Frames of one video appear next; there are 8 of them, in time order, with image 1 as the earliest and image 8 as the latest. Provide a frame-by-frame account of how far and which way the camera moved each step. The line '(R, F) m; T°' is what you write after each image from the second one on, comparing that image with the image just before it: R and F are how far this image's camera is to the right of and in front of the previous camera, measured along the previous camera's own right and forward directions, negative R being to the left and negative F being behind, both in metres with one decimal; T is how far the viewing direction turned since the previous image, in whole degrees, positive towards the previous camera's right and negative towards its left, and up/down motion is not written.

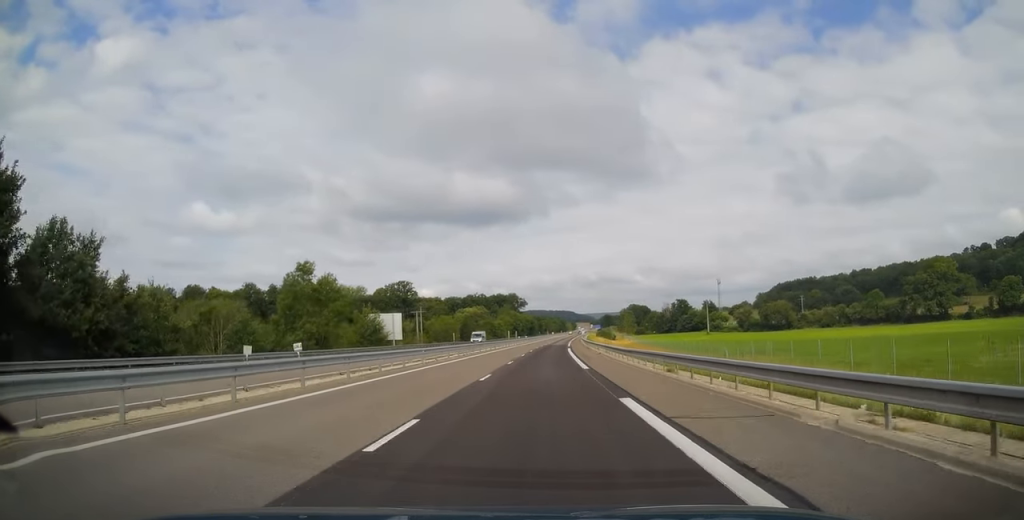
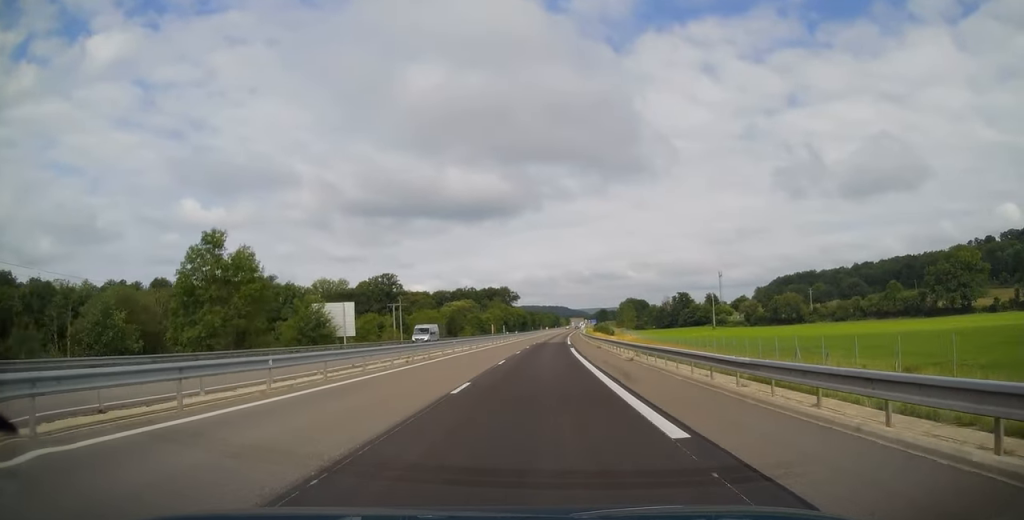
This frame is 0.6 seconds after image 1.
(+0.1, +18.0) m; +1°
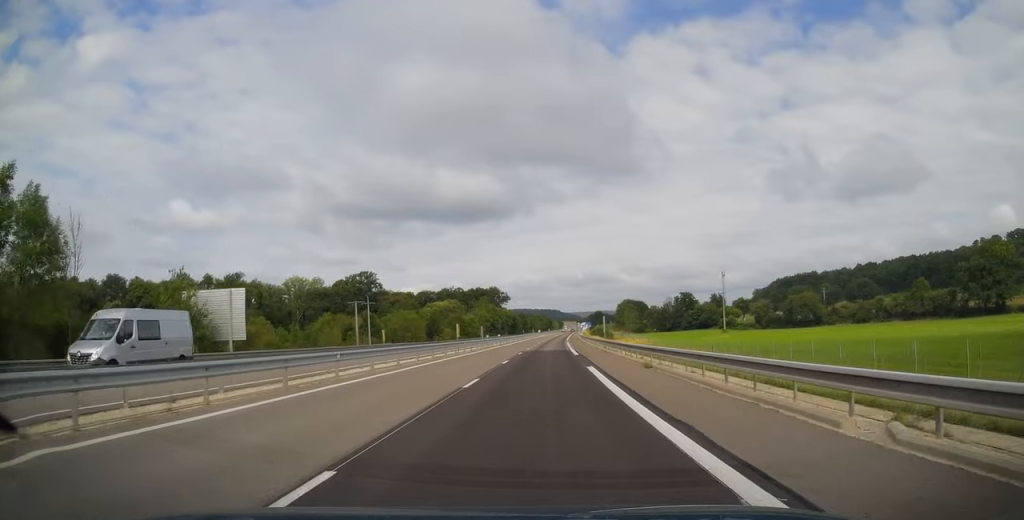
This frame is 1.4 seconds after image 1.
(+0.3, +22.9) m; +1°
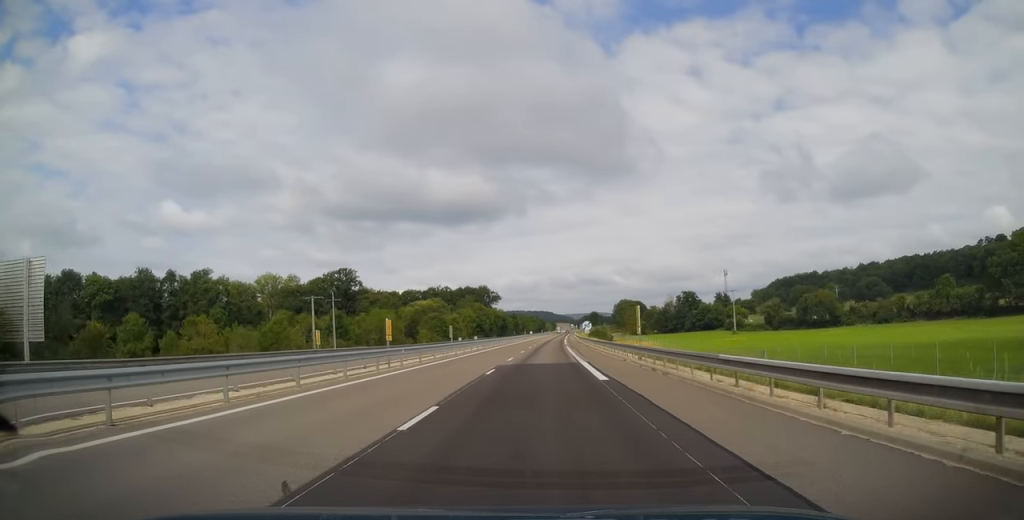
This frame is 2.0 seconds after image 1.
(0.0, +19.0) m; +1°
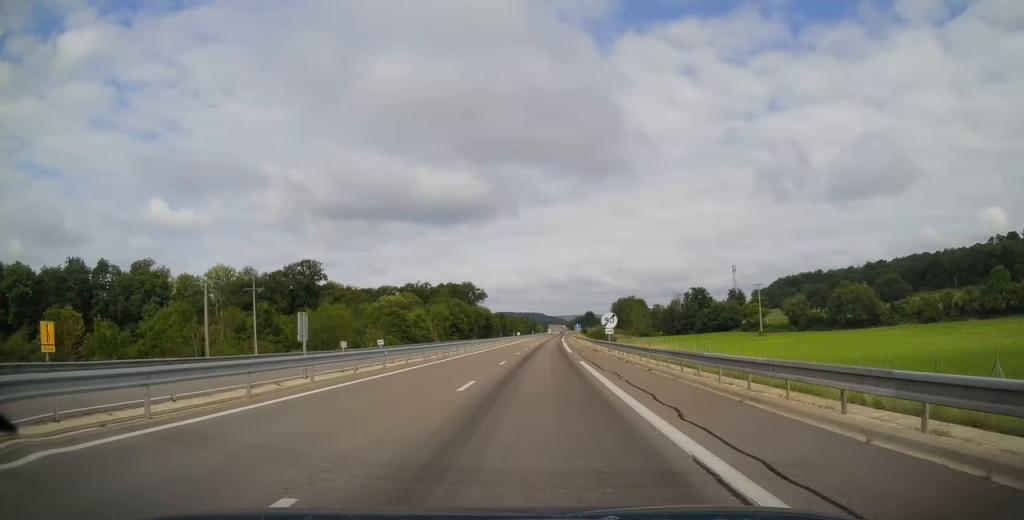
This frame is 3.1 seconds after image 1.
(+0.4, +30.7) m; +1°
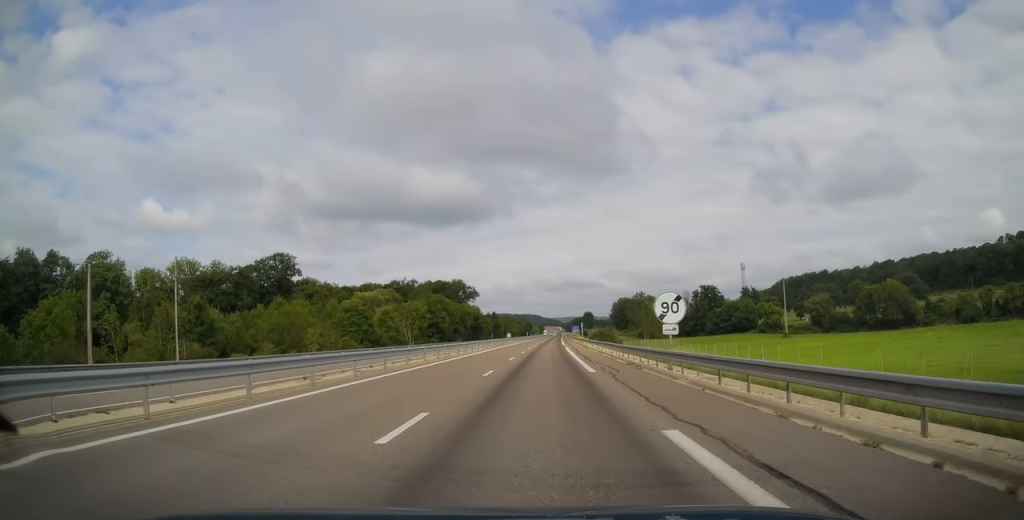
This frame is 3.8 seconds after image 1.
(+0.1, +20.0) m; 0°
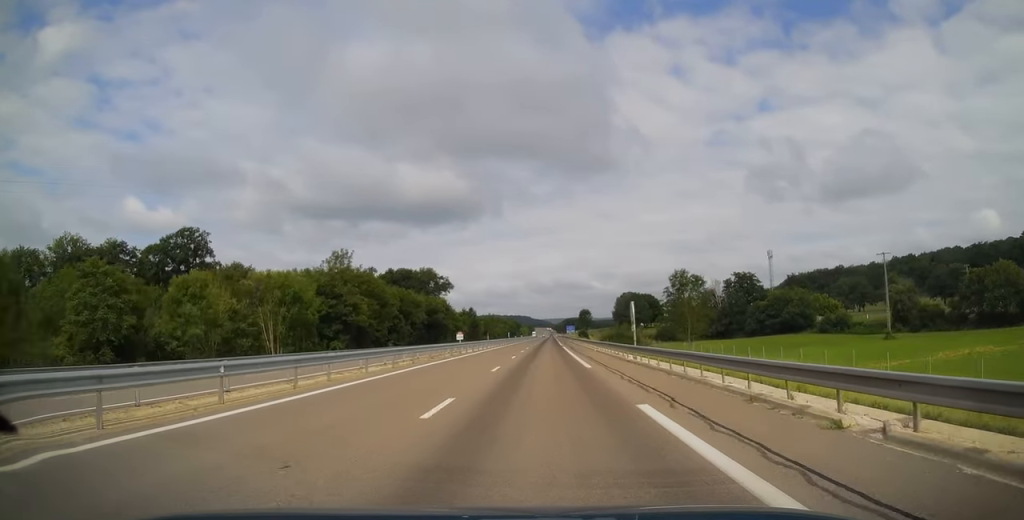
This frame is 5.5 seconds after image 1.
(-0.1, +49.2) m; 0°
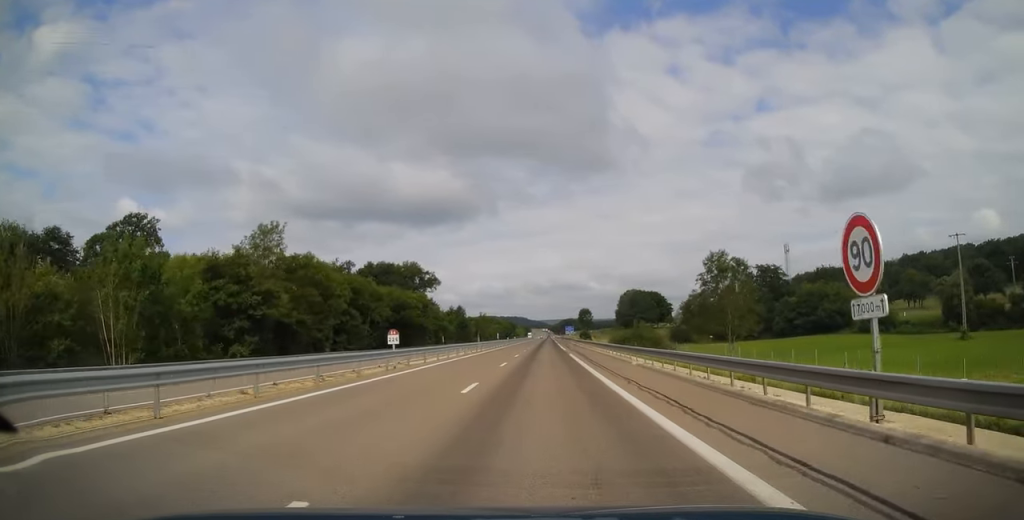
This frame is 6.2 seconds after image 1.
(0.0, +20.9) m; 0°
